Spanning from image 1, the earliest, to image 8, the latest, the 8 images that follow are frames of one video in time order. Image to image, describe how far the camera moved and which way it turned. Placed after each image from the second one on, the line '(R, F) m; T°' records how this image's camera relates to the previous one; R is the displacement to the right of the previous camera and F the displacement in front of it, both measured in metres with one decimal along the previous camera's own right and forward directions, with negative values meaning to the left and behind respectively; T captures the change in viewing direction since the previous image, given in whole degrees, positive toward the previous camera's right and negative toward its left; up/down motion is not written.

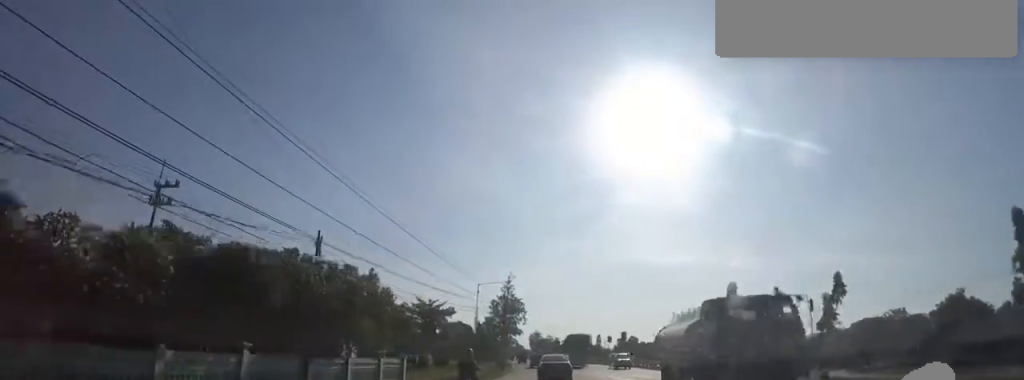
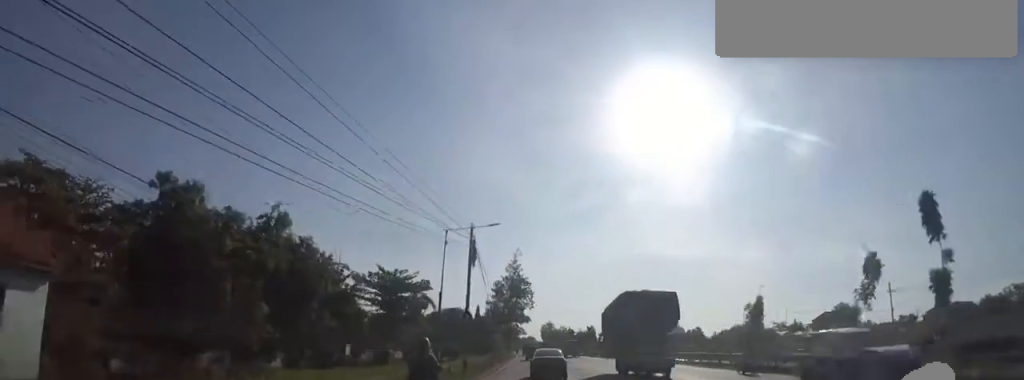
(-1.1, +19.8) m; -5°
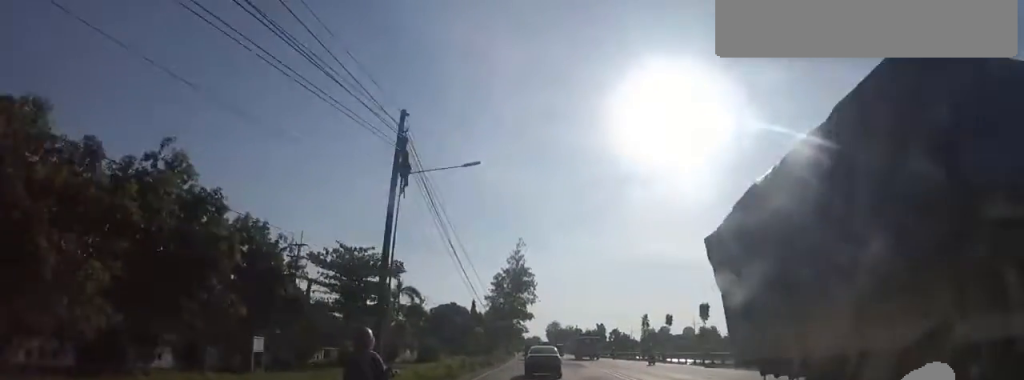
(+0.4, +10.7) m; -3°
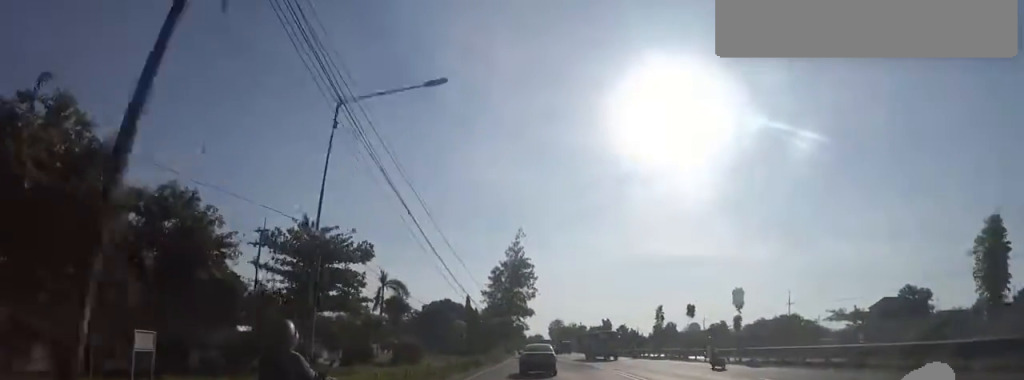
(-0.6, +6.9) m; 0°
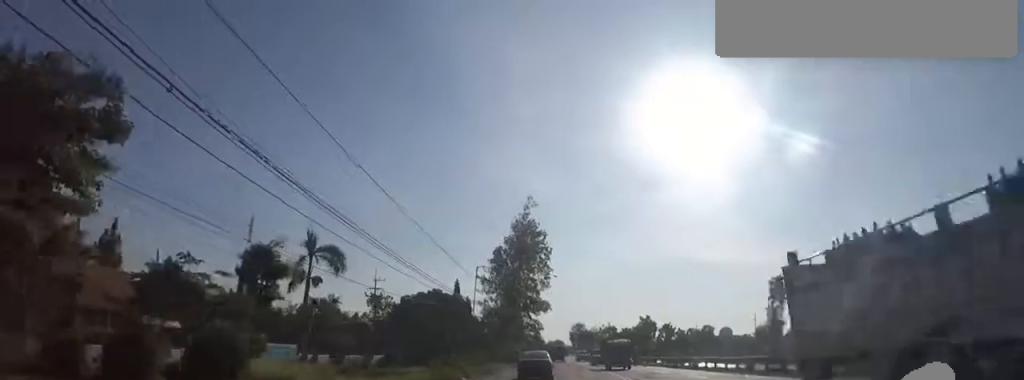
(+0.2, +23.2) m; 0°
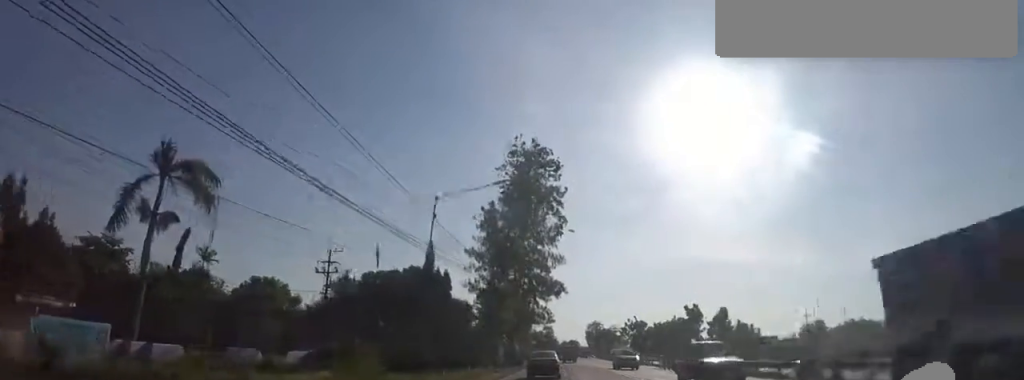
(-0.8, +18.8) m; 0°
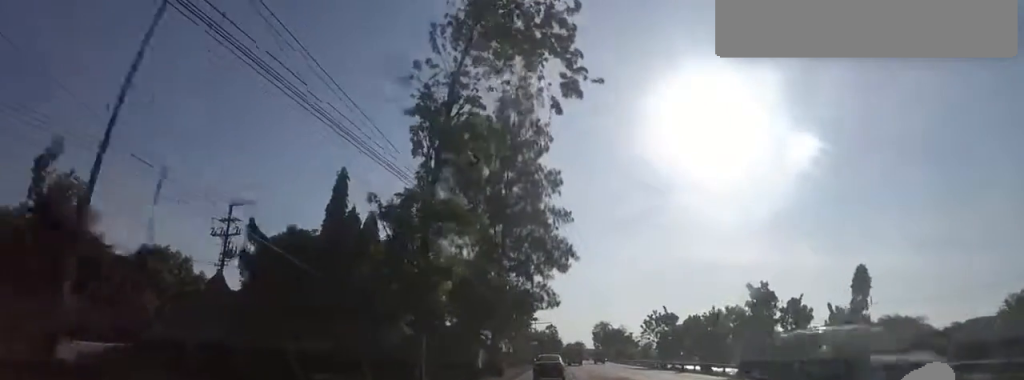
(+0.8, +17.9) m; 0°
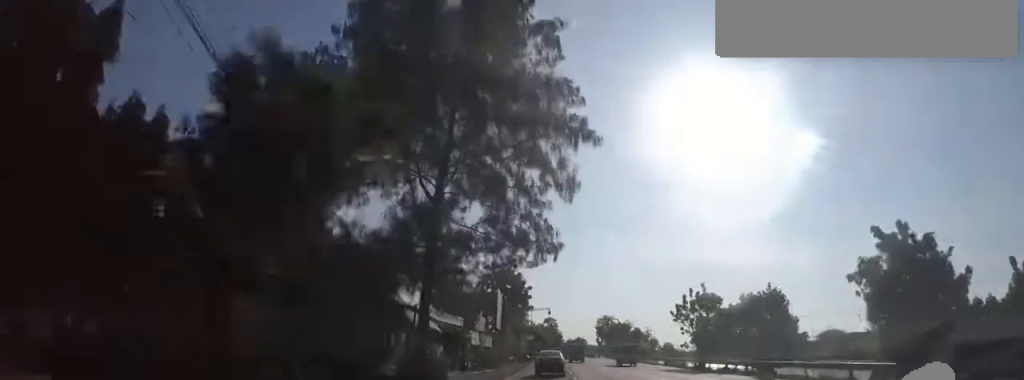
(-0.6, +16.8) m; 0°
